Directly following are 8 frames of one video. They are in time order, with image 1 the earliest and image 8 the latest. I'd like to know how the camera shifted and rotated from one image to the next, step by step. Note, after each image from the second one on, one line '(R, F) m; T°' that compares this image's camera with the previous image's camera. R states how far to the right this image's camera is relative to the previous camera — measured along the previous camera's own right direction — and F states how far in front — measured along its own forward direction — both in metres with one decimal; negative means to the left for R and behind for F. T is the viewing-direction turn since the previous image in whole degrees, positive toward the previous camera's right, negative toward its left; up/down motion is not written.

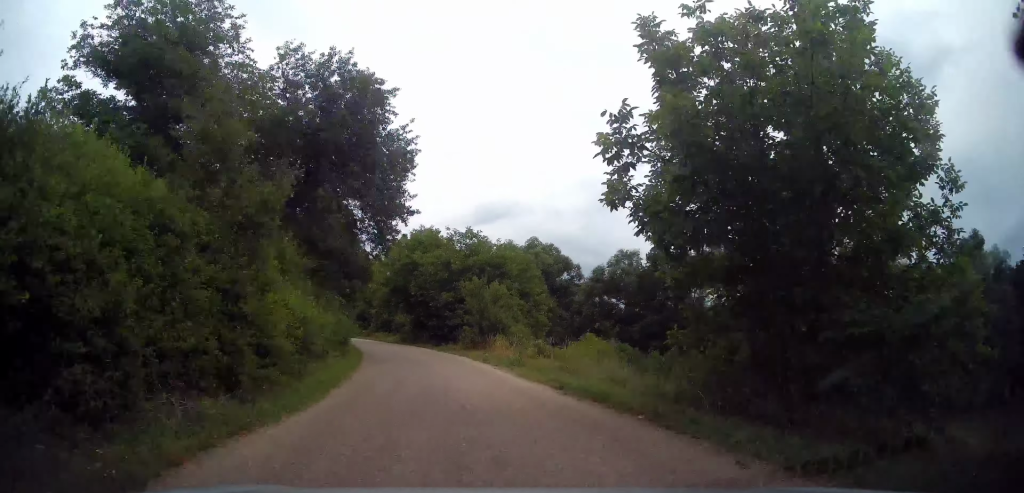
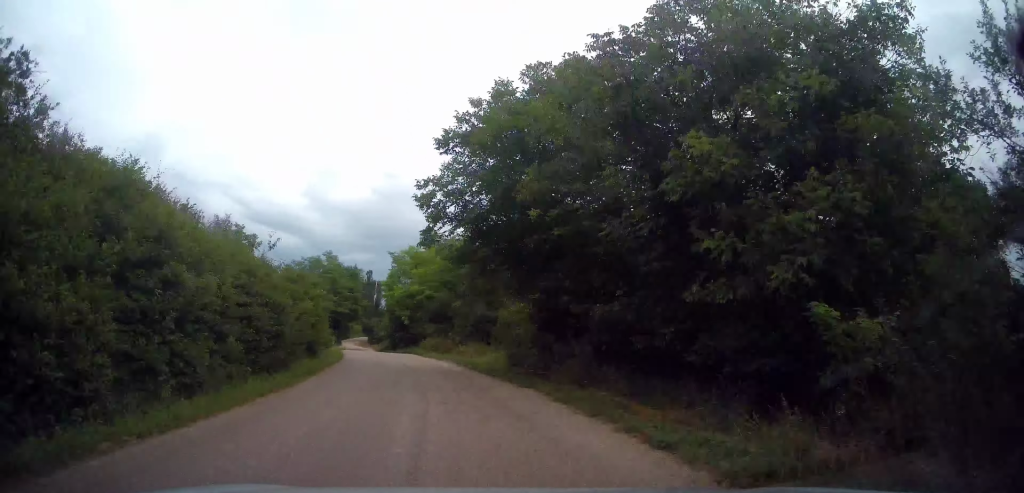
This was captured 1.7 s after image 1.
(-1.9, +26.3) m; -10°
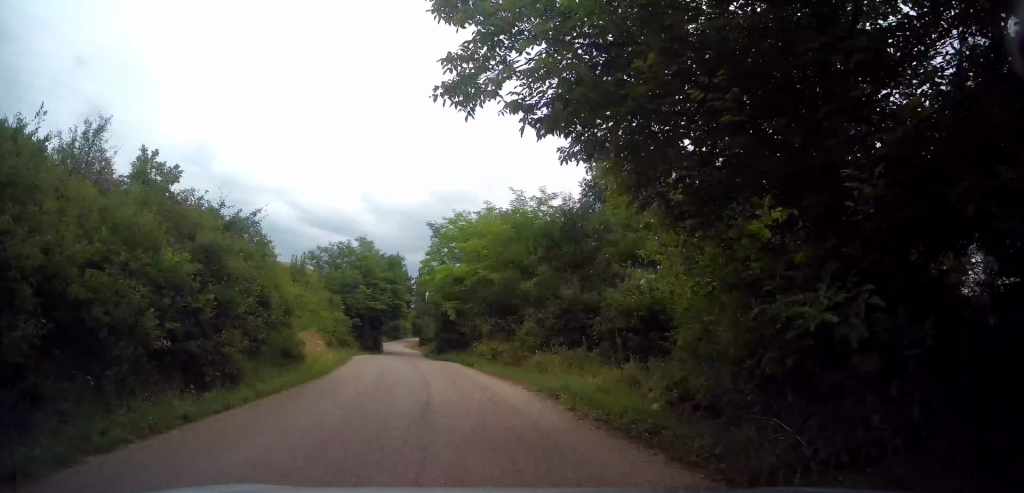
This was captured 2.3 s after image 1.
(-0.1, +8.7) m; -3°
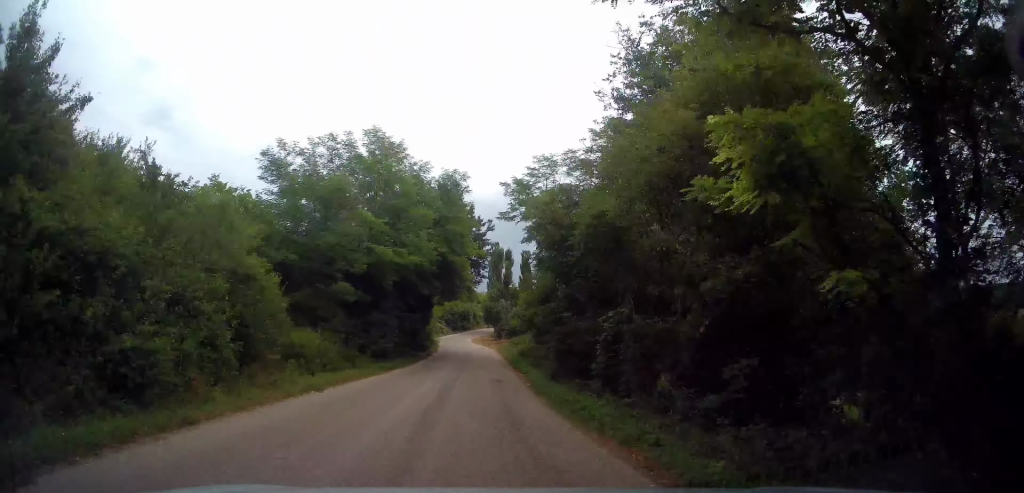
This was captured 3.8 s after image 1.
(-2.1, +22.8) m; -9°
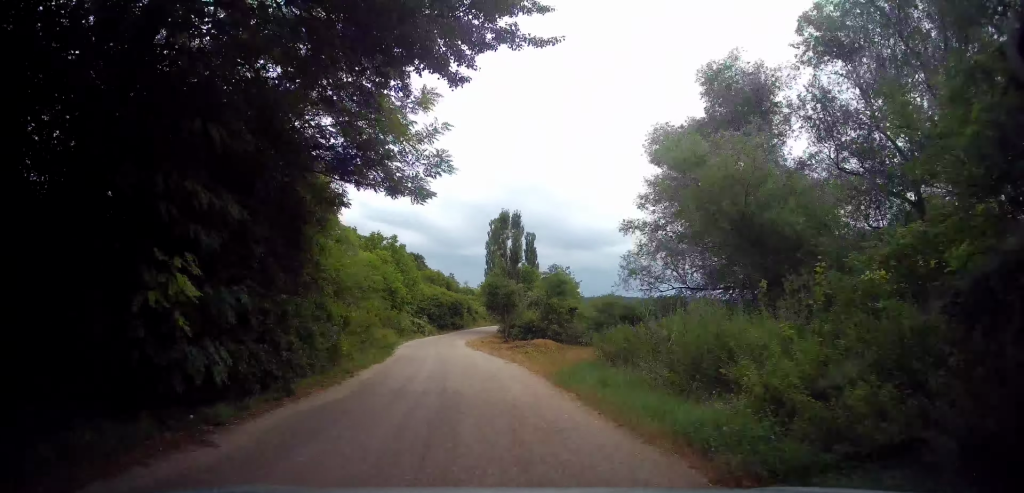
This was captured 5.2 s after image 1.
(-1.3, +29.0) m; -2°
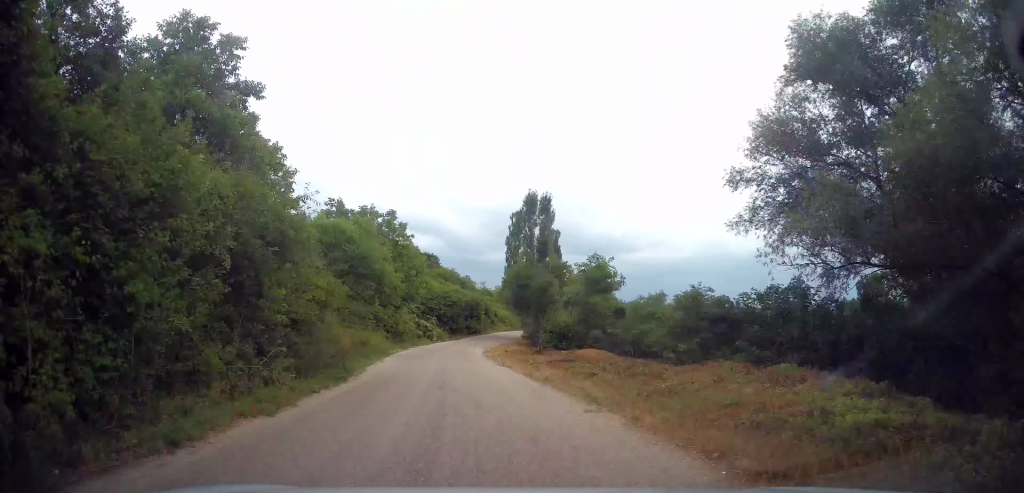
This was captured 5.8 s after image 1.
(+0.1, +13.7) m; 0°
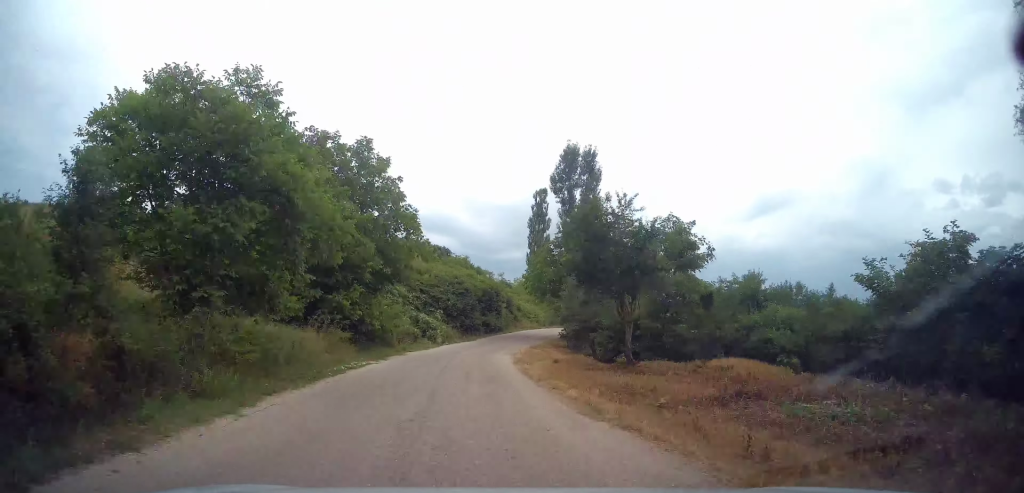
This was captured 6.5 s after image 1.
(+0.1, +17.4) m; 0°
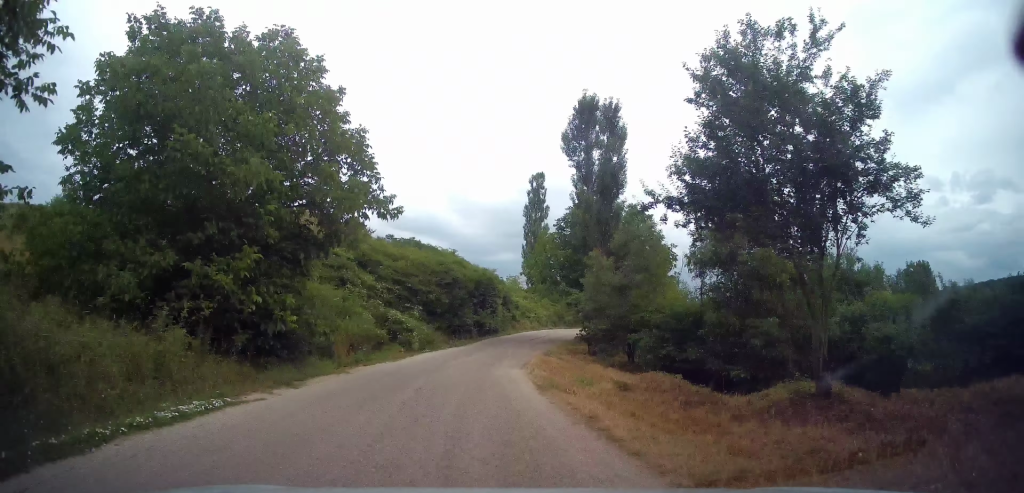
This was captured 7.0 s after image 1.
(0.0, +12.0) m; 0°
